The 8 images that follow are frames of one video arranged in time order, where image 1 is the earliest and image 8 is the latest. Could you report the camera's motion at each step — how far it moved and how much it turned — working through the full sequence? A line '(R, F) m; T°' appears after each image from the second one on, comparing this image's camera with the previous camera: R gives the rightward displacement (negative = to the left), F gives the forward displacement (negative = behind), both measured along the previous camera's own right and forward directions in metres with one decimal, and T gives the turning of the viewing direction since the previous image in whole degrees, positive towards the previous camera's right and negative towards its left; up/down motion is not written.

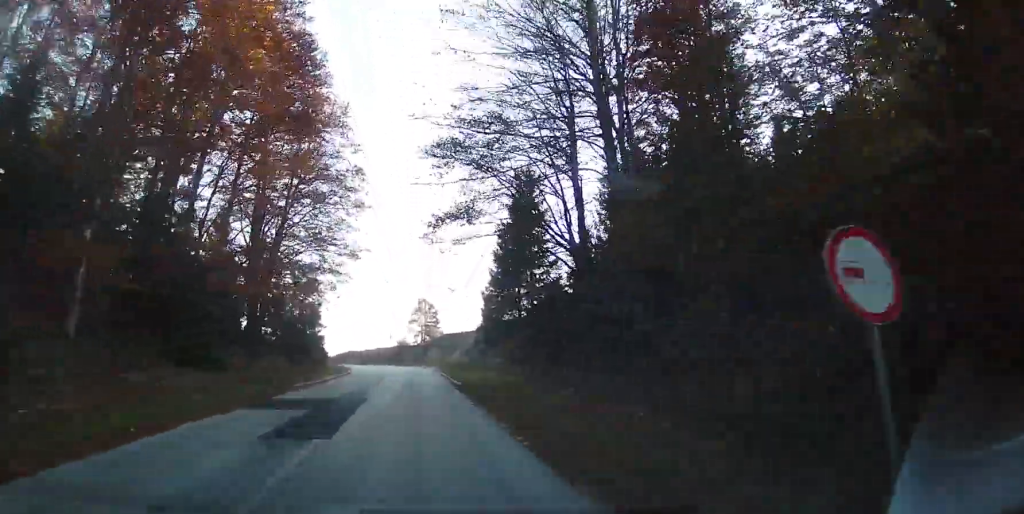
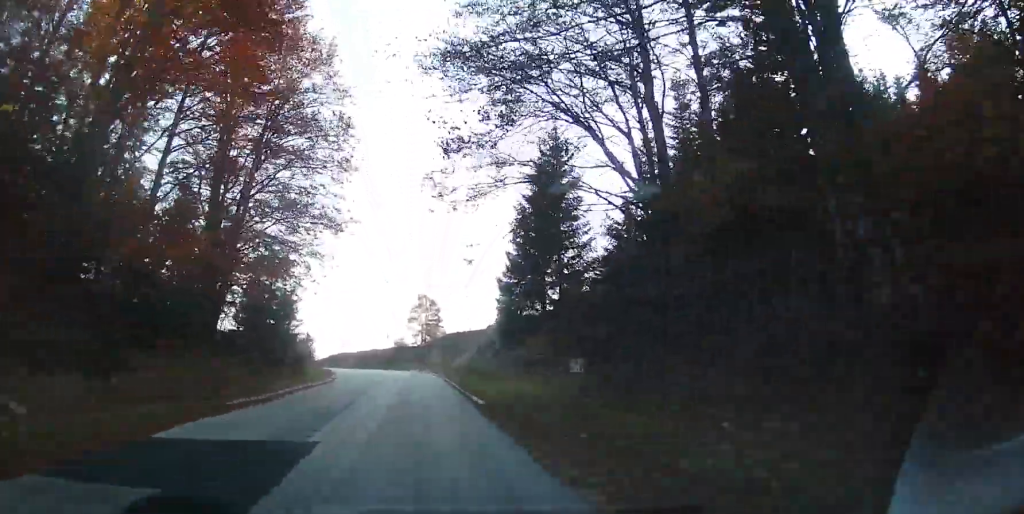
(0.0, +8.8) m; -1°
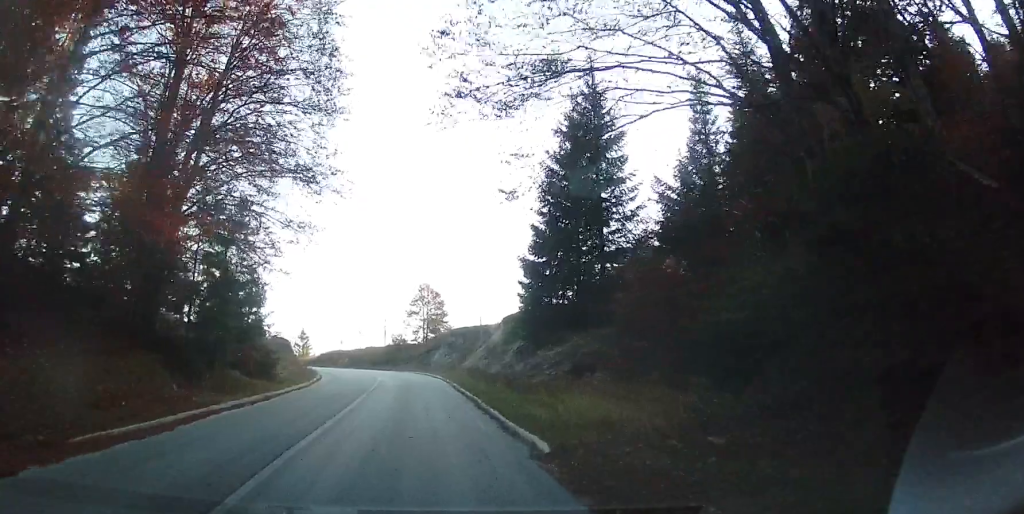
(-0.1, +7.5) m; -1°
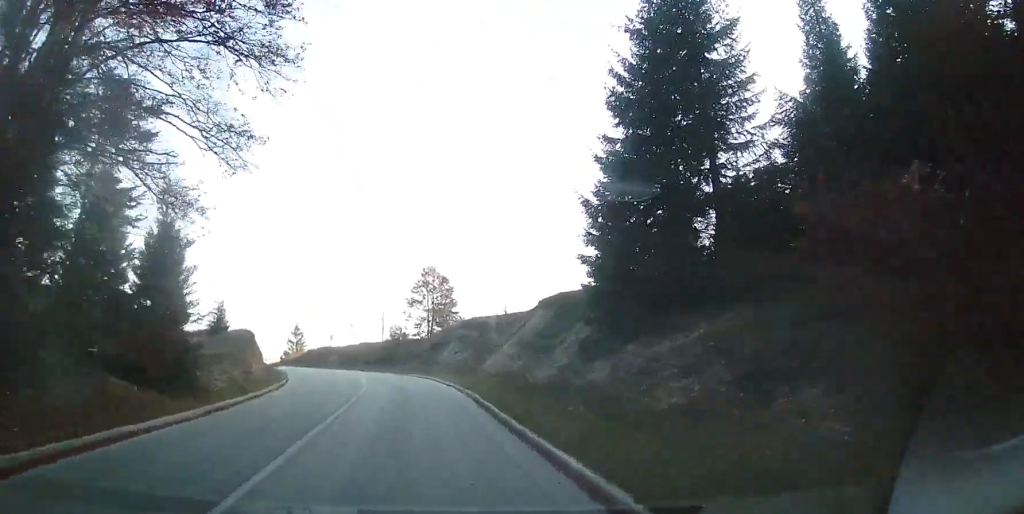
(-0.2, +10.6) m; -1°
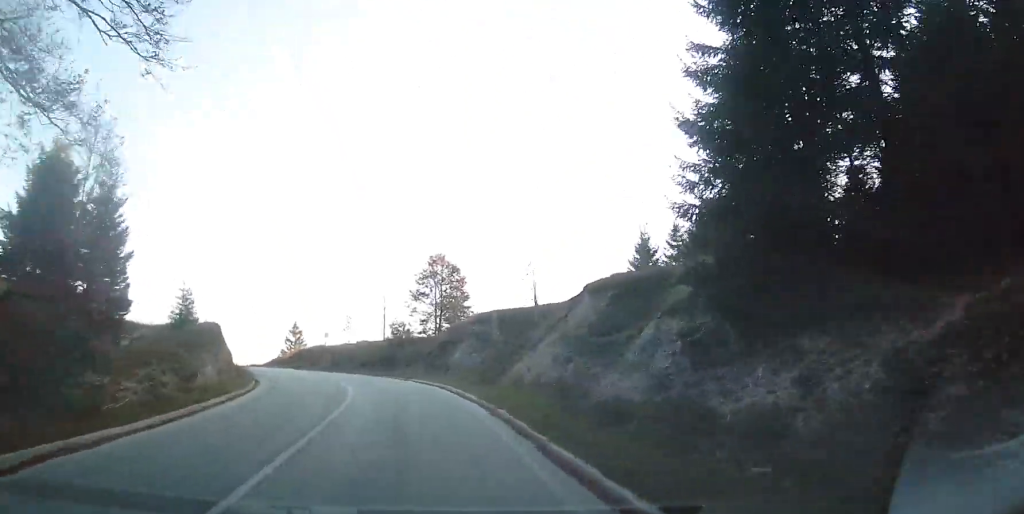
(0.0, +6.7) m; -2°
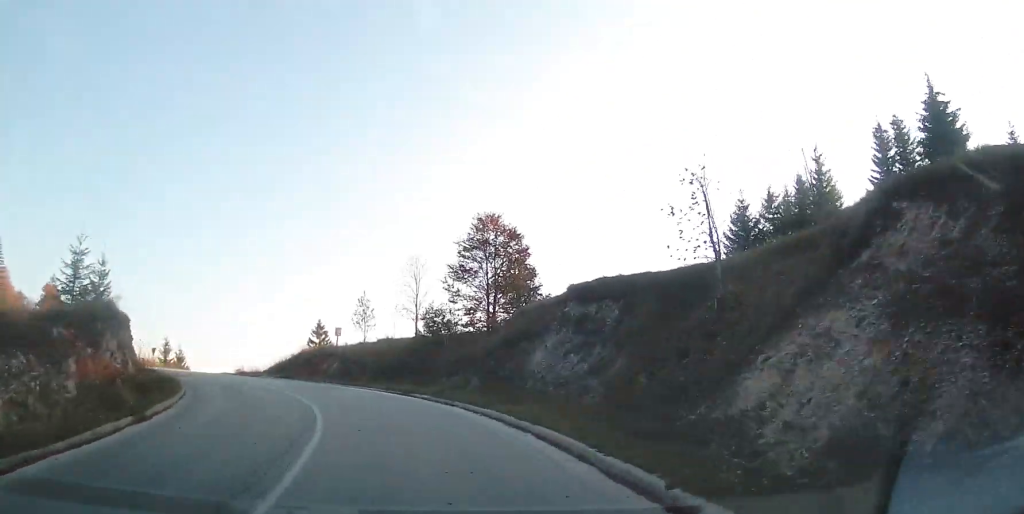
(-0.3, +13.6) m; -7°
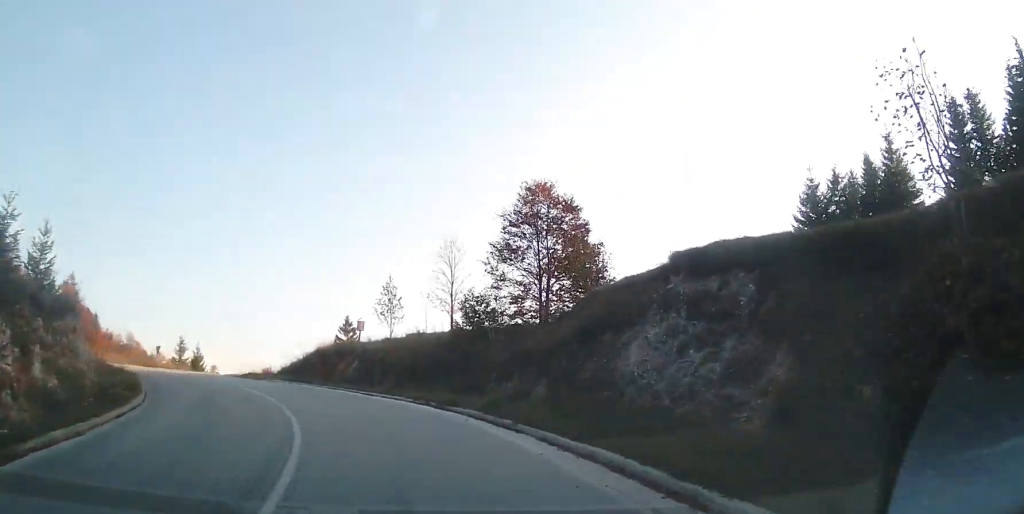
(0.0, +5.8) m; -6°
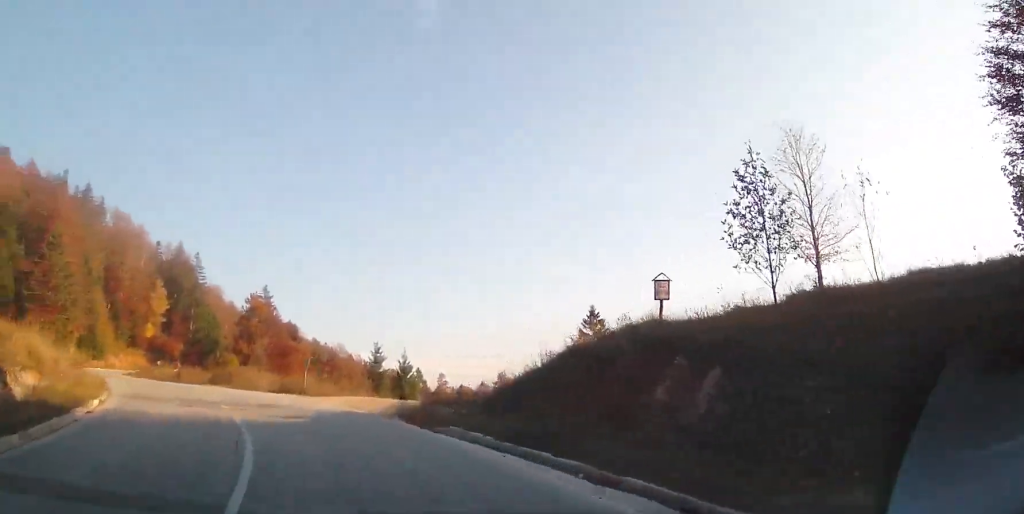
(-4.8, +16.5) m; -34°
